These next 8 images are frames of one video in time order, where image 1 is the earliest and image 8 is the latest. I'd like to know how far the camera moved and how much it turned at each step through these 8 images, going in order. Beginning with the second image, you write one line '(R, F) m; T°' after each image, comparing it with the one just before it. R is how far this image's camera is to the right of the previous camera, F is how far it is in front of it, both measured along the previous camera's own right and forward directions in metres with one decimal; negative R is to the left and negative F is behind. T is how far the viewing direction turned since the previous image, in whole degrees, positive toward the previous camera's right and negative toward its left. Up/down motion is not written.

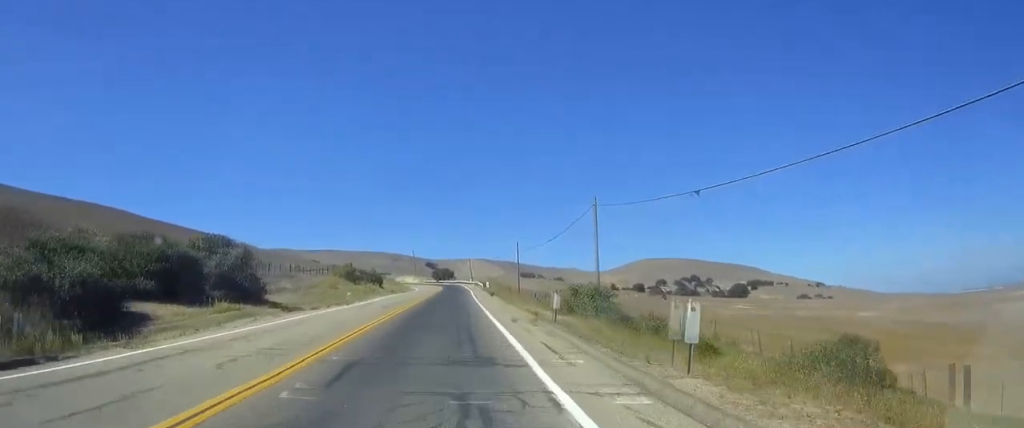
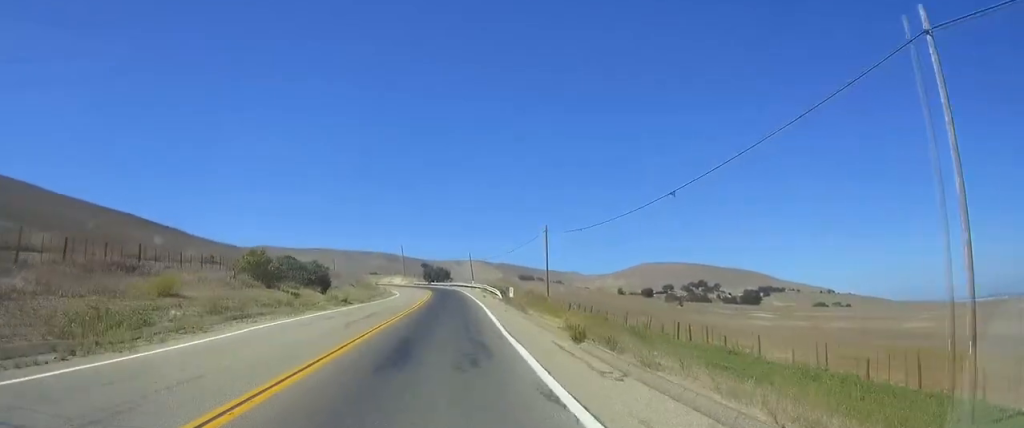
(0.0, +35.8) m; -1°
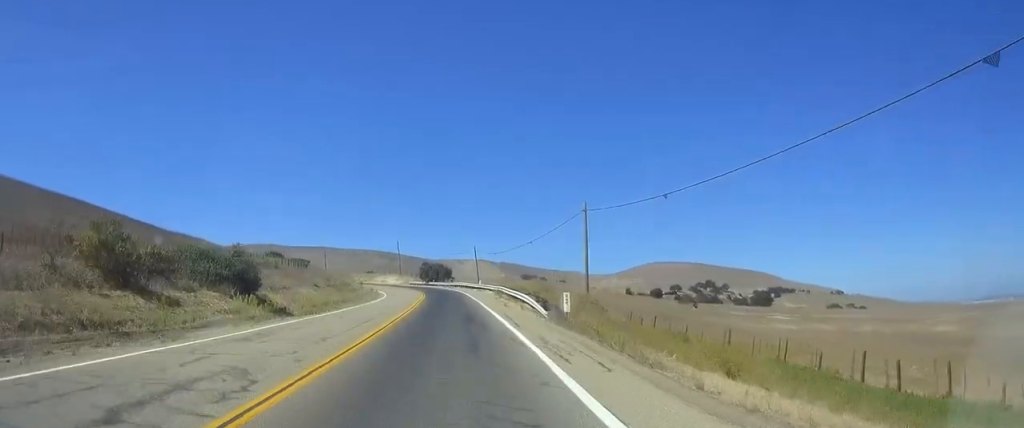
(-0.4, +20.1) m; -3°
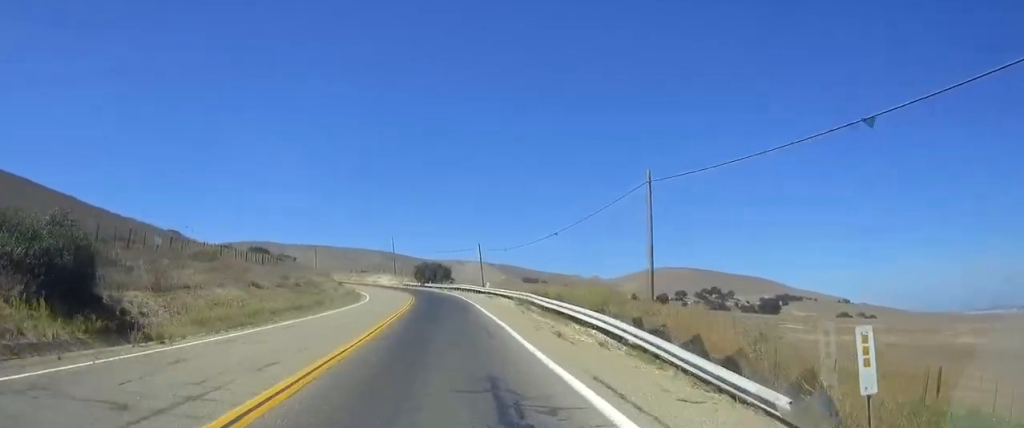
(-0.5, +16.3) m; -2°
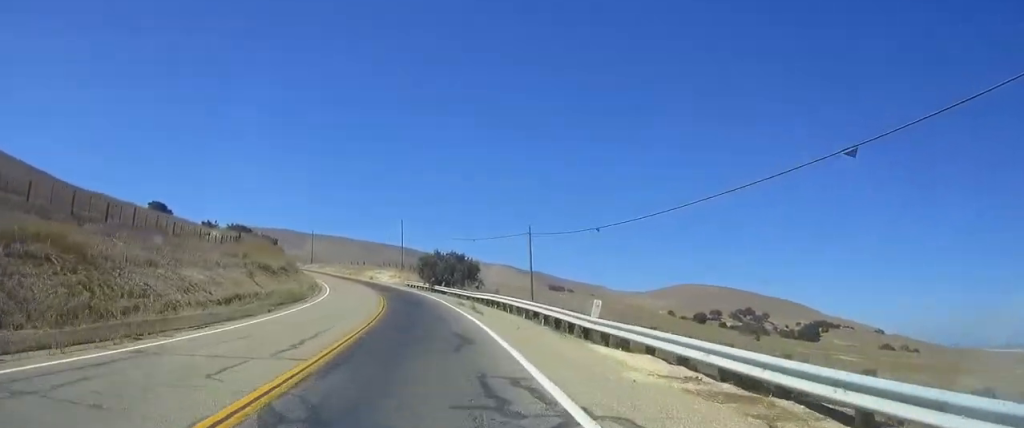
(-0.1, +36.9) m; 0°
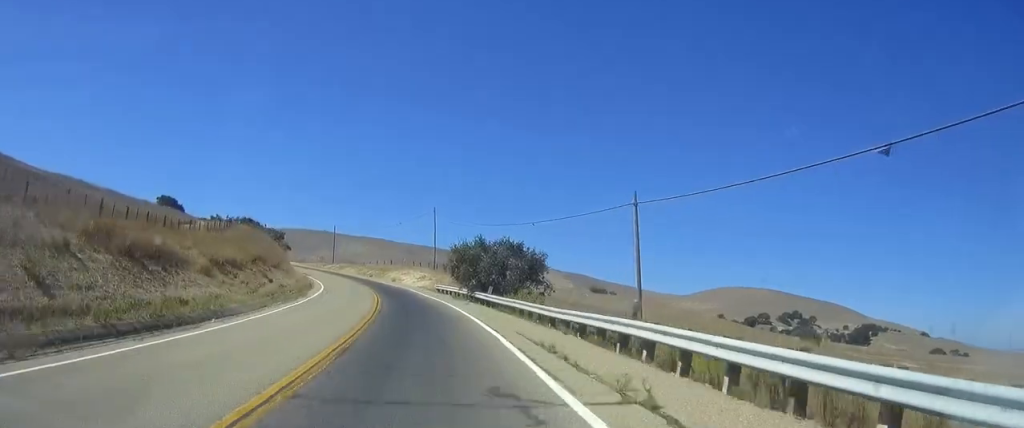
(0.0, +22.1) m; 0°
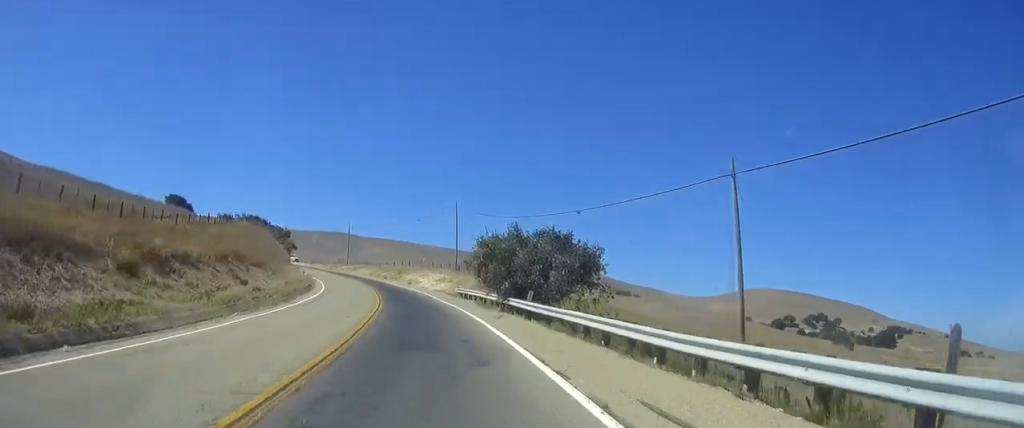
(0.0, +9.6) m; 0°
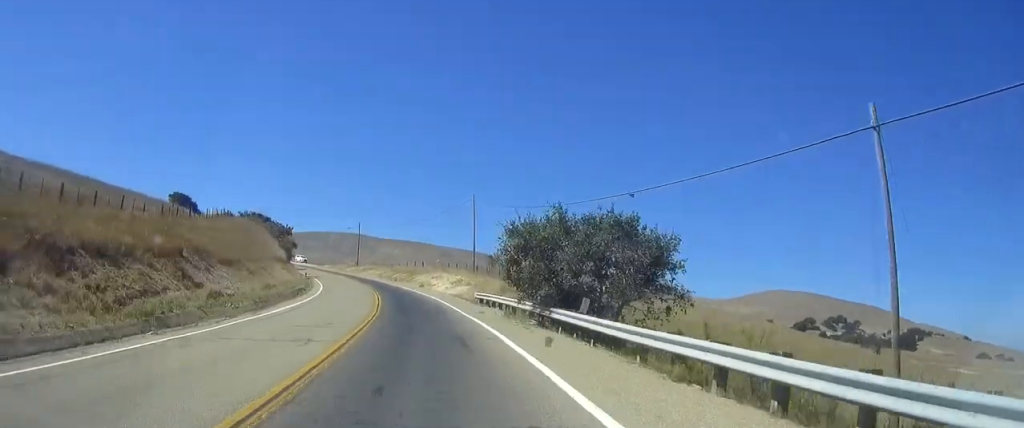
(0.0, +8.2) m; 0°
